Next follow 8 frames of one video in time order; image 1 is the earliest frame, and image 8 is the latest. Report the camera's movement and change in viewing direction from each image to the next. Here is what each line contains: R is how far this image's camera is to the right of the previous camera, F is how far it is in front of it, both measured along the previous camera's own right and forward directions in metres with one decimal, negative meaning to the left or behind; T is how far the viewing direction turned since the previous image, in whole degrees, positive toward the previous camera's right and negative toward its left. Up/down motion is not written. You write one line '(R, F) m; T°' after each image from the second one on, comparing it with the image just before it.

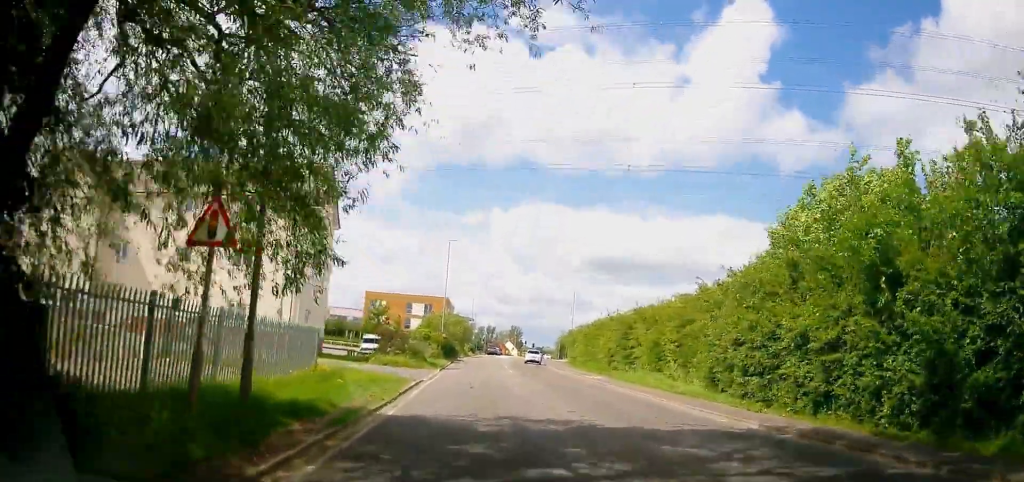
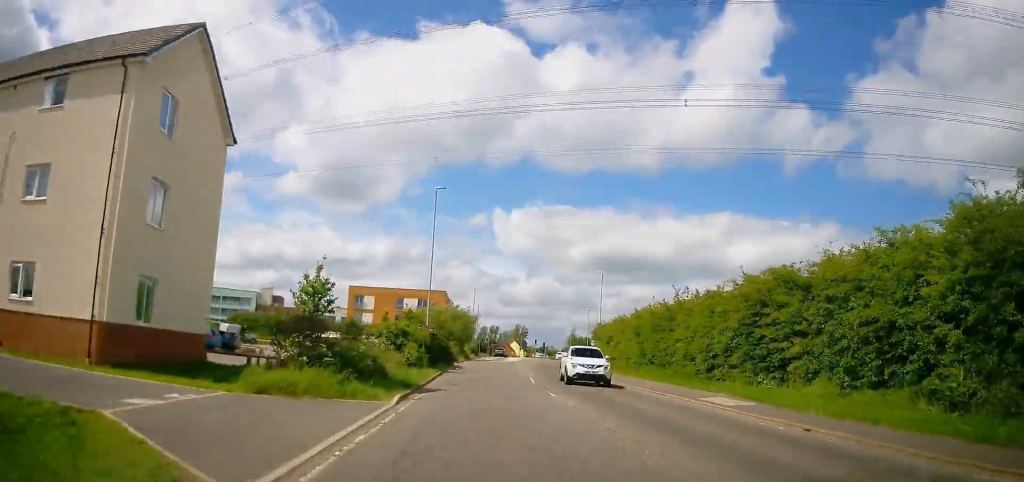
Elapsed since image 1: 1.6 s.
(-0.2, +17.0) m; -1°
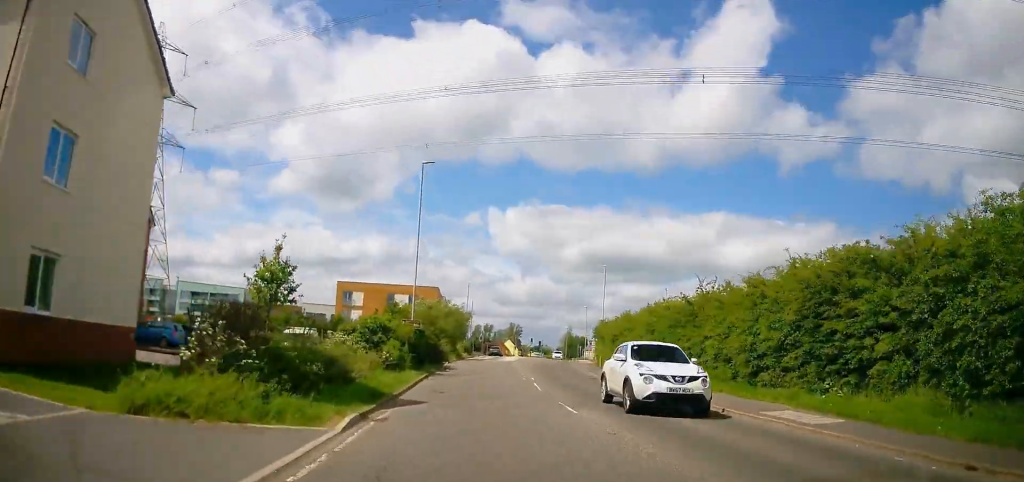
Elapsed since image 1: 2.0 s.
(-0.2, +4.6) m; +1°
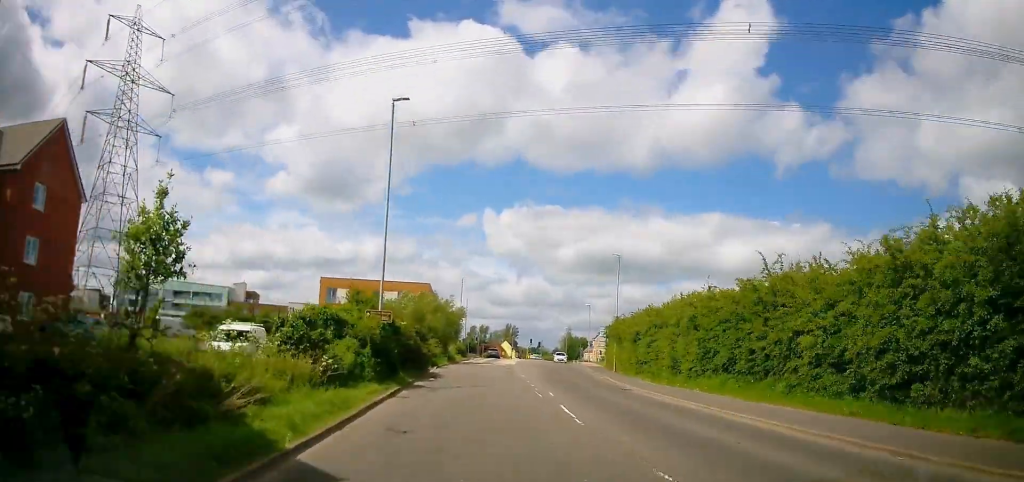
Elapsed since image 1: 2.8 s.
(+0.3, +8.0) m; 0°
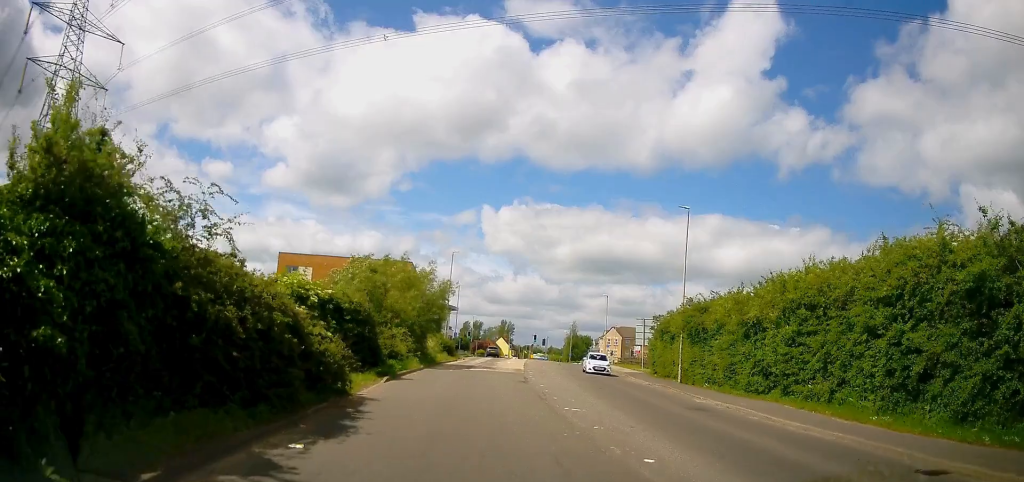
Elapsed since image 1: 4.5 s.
(-0.1, +18.1) m; +1°
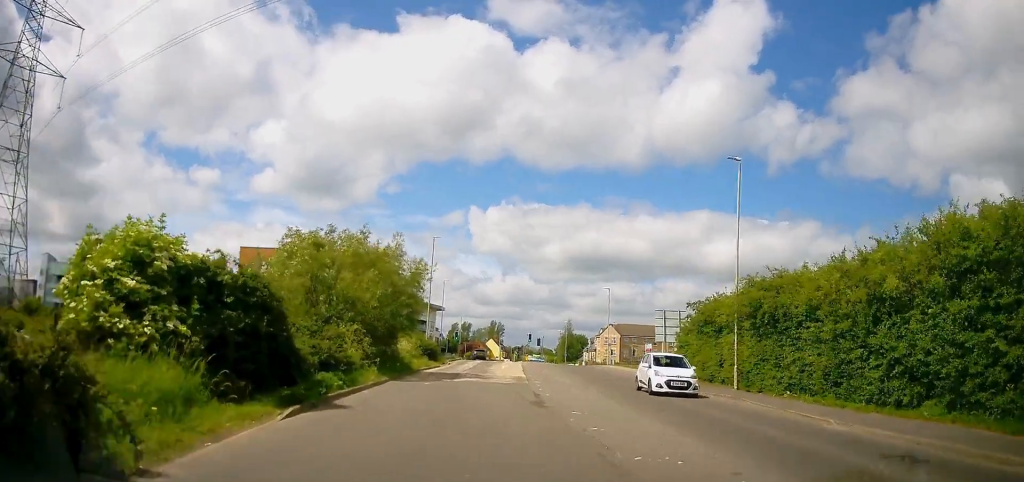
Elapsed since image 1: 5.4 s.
(+0.2, +8.9) m; +1°
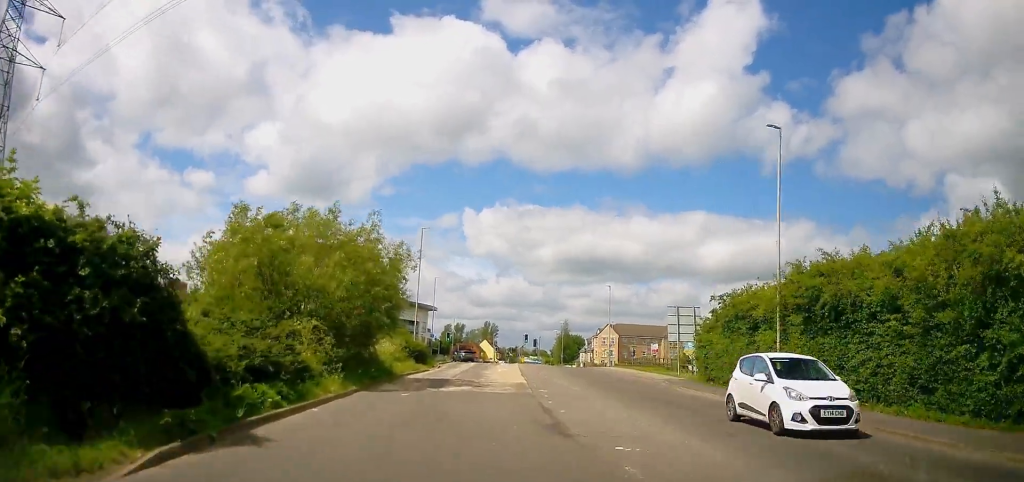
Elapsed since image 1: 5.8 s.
(-0.1, +4.4) m; -1°
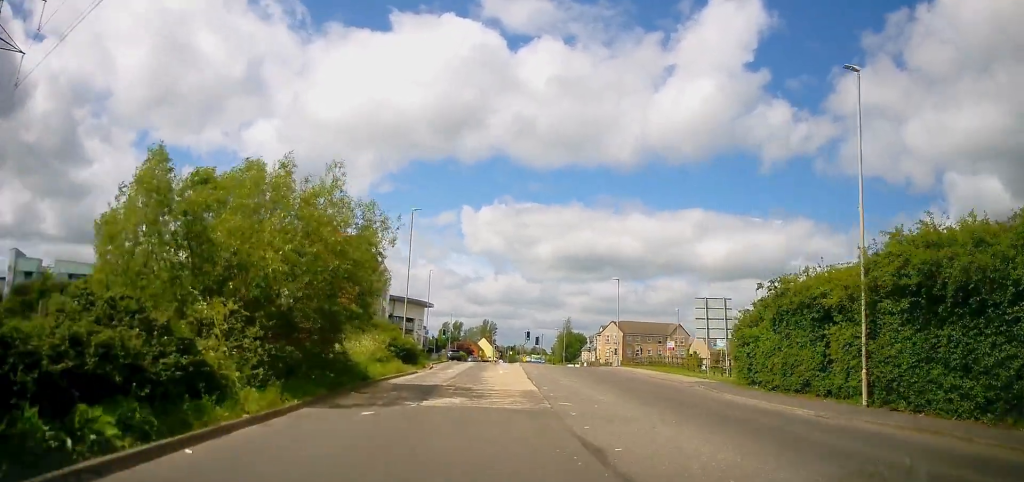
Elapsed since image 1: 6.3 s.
(0.0, +5.4) m; 0°
